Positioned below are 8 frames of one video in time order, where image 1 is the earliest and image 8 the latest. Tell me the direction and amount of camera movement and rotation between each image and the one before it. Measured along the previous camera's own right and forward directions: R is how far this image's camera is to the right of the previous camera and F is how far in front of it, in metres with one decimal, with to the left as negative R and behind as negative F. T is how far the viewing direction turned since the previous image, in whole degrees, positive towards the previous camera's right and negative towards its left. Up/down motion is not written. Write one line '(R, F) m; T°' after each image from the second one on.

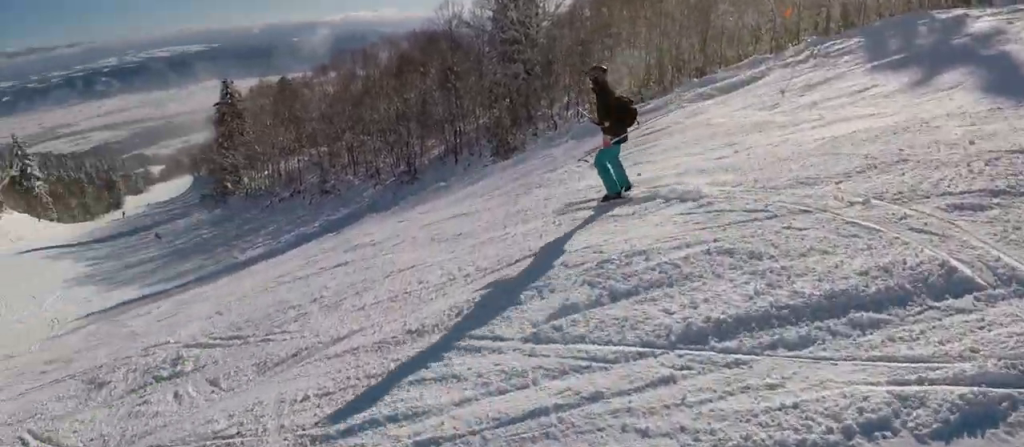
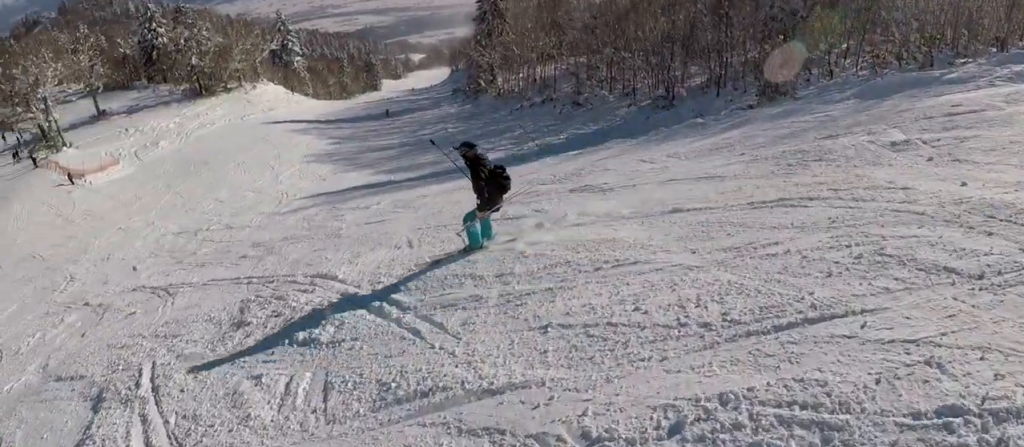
(0.0, +3.4) m; -6°
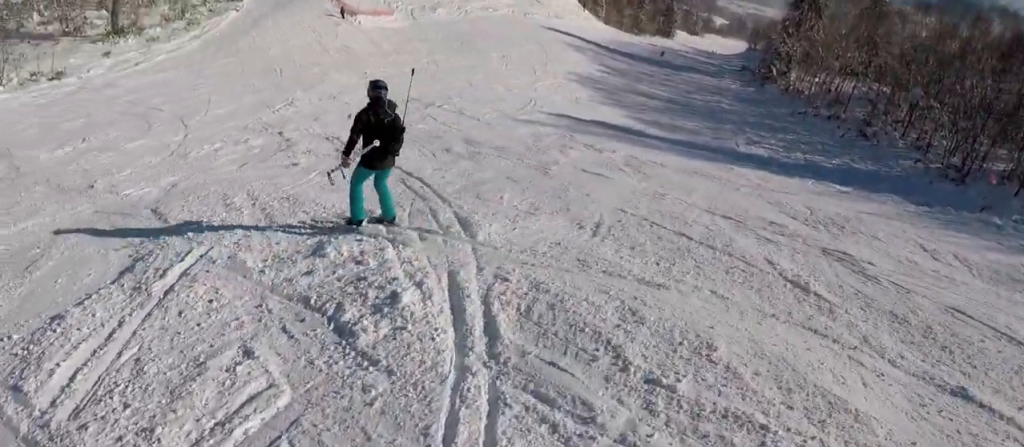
(-0.2, +2.4) m; -8°
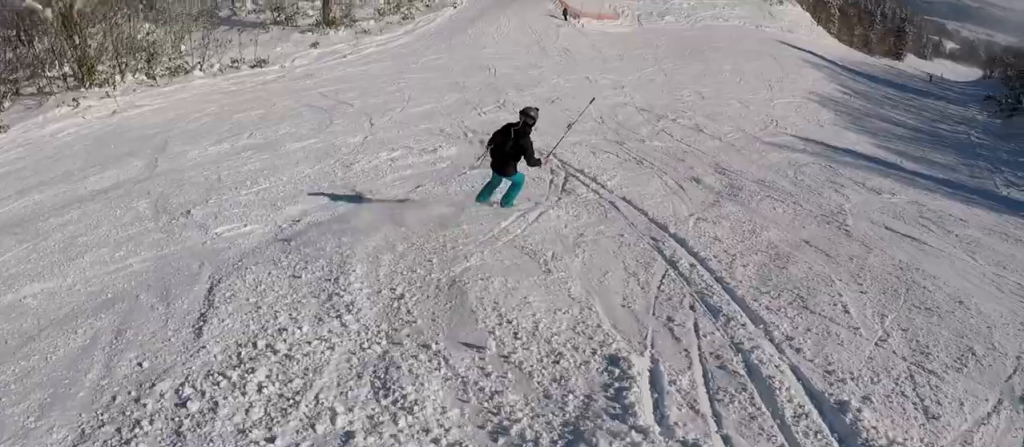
(-0.3, +3.5) m; -9°
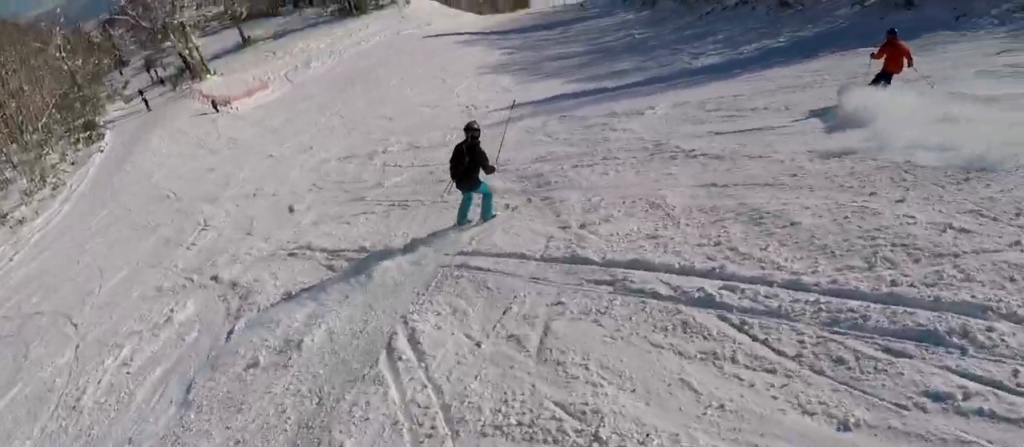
(-0.1, +2.6) m; -6°
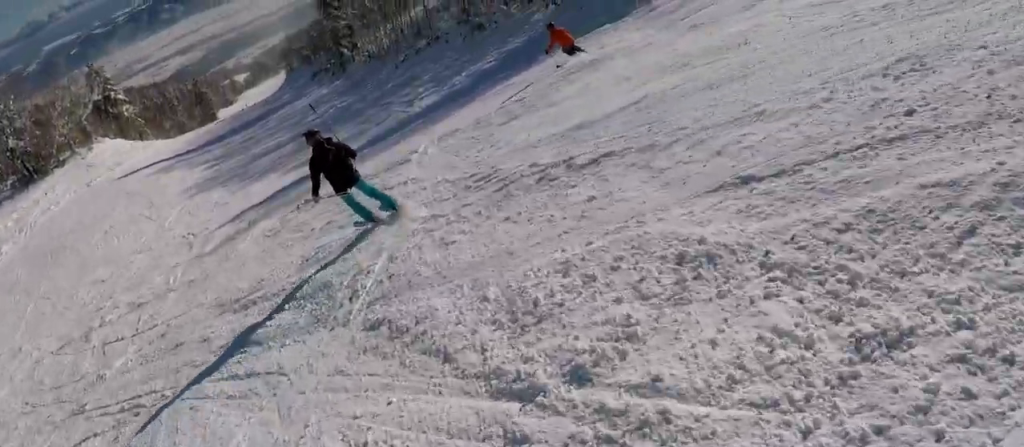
(-0.1, +3.0) m; -6°
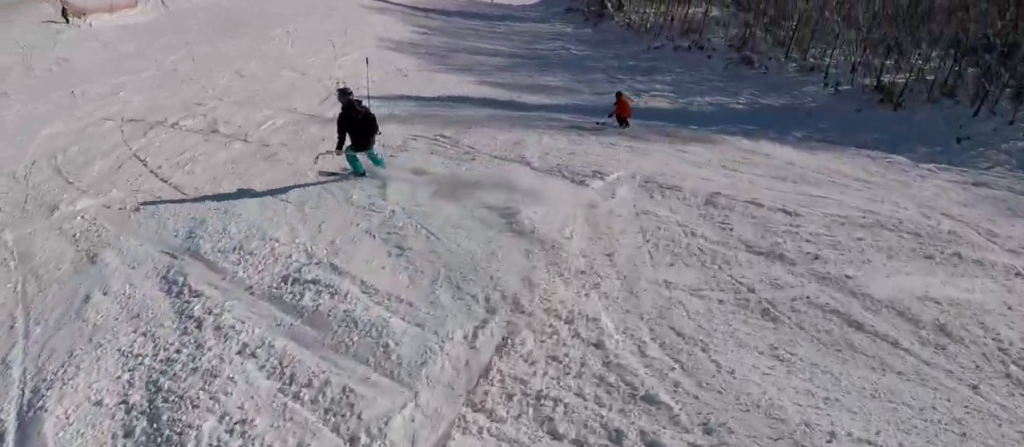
(-0.2, +3.5) m; -3°
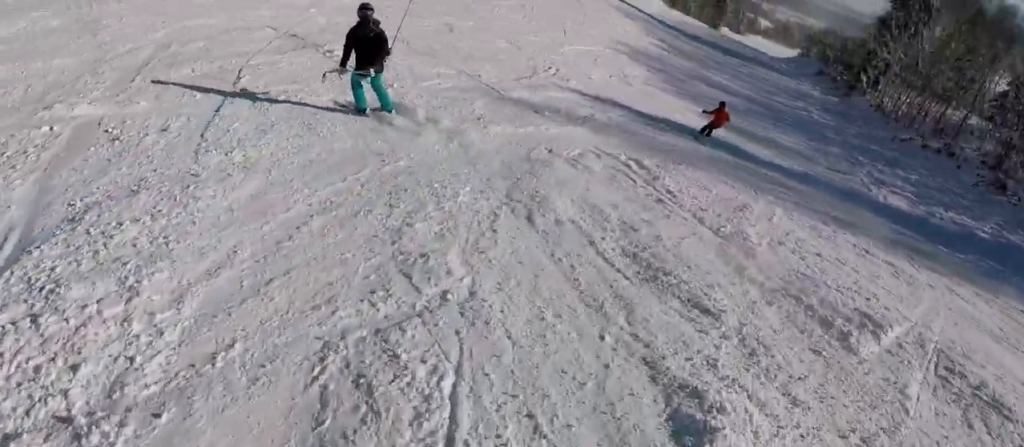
(0.0, +2.8) m; 0°
